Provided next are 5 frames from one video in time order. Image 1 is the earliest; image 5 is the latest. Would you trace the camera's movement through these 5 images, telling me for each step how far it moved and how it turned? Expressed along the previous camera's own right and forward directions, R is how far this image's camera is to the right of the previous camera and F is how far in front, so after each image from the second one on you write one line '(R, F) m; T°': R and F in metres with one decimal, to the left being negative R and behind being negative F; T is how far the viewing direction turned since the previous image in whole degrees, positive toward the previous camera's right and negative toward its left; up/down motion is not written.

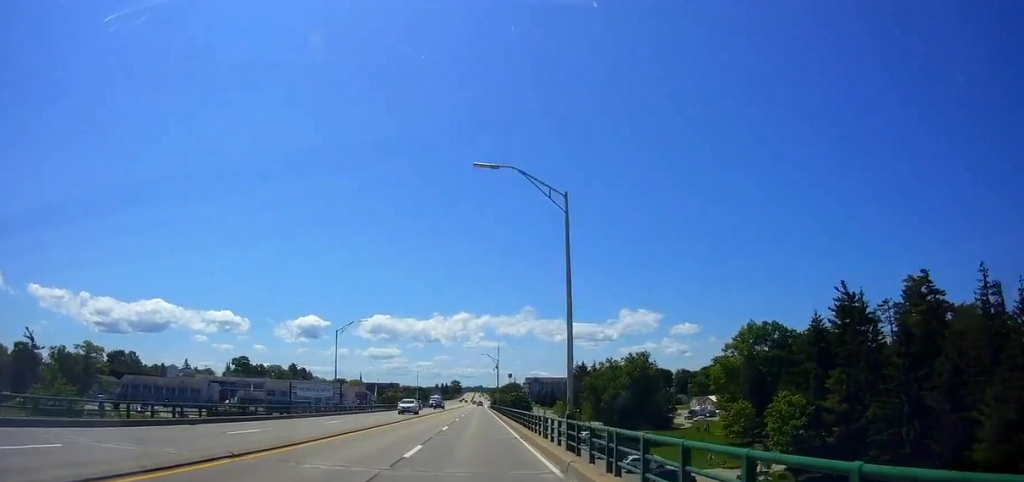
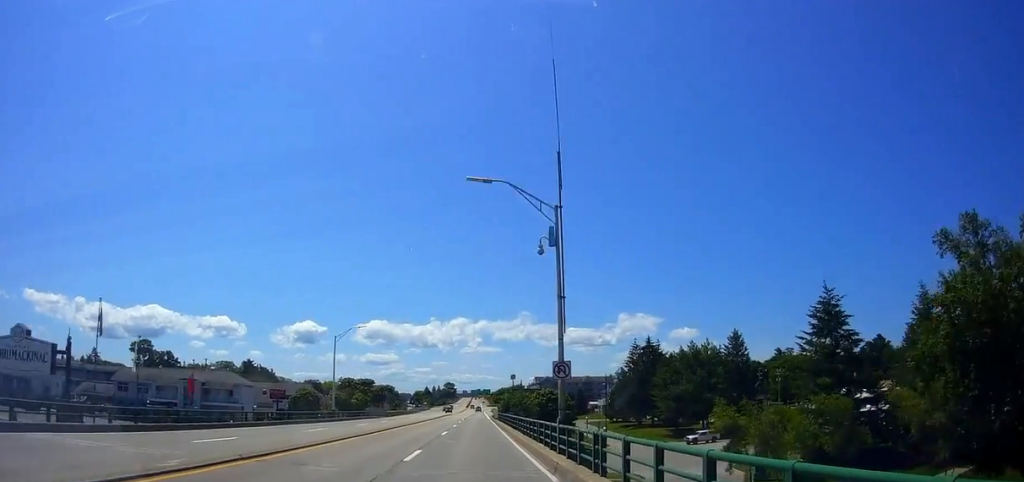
(+0.3, +76.1) m; +1°
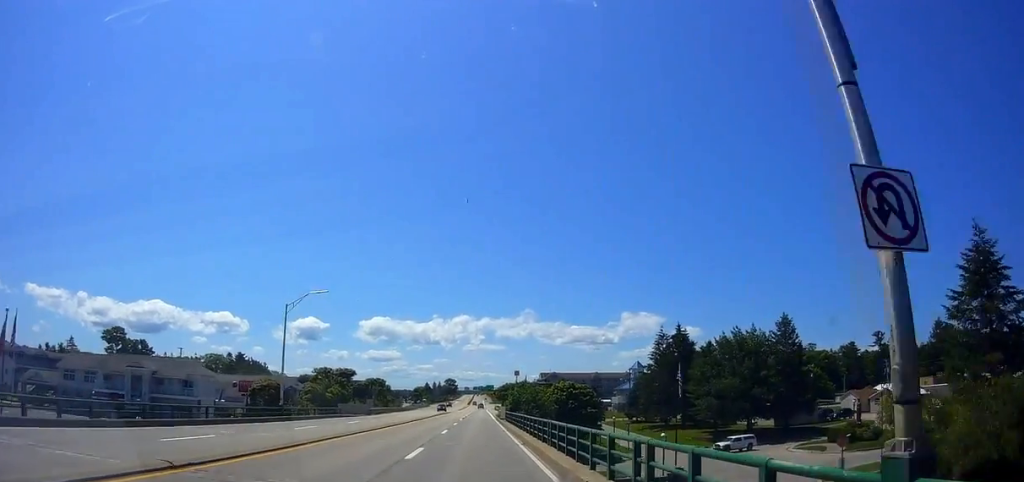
(0.0, +16.1) m; 0°
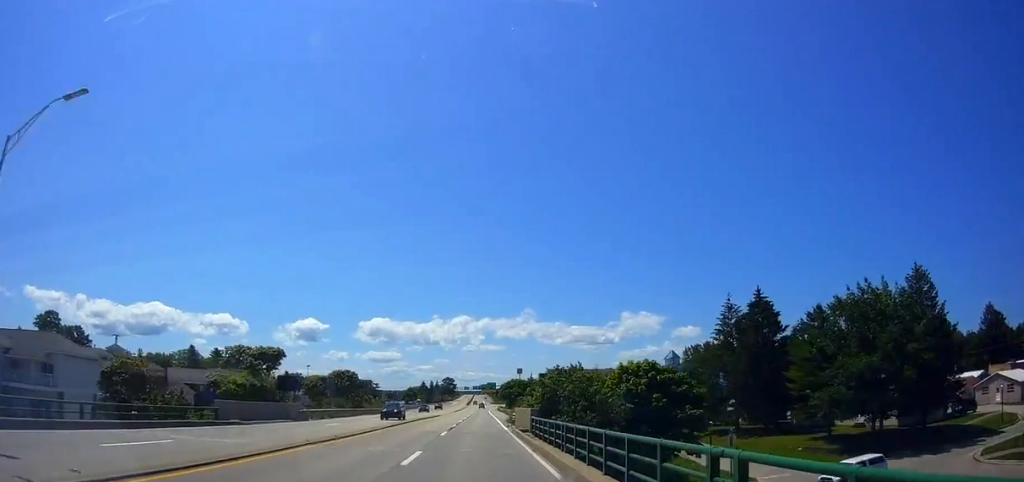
(-0.1, +29.5) m; 0°
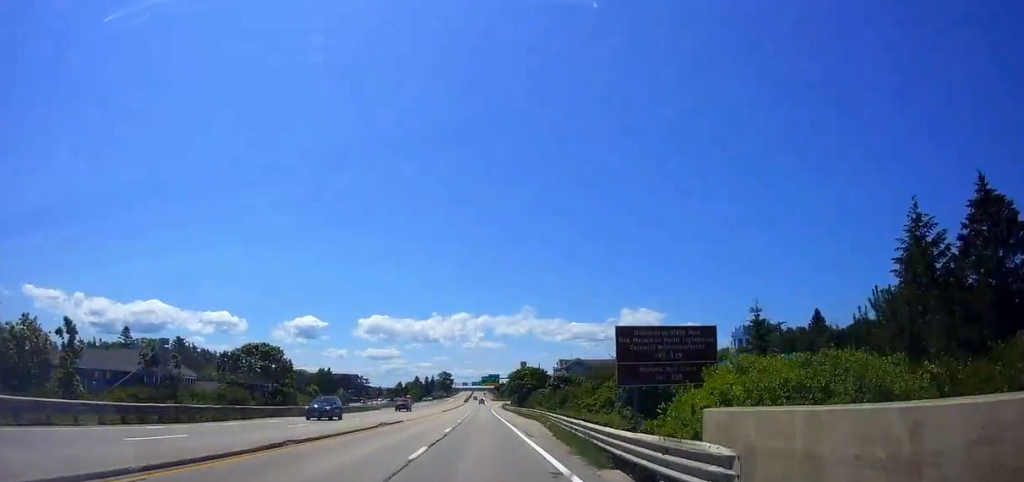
(+0.1, +37.7) m; 0°
